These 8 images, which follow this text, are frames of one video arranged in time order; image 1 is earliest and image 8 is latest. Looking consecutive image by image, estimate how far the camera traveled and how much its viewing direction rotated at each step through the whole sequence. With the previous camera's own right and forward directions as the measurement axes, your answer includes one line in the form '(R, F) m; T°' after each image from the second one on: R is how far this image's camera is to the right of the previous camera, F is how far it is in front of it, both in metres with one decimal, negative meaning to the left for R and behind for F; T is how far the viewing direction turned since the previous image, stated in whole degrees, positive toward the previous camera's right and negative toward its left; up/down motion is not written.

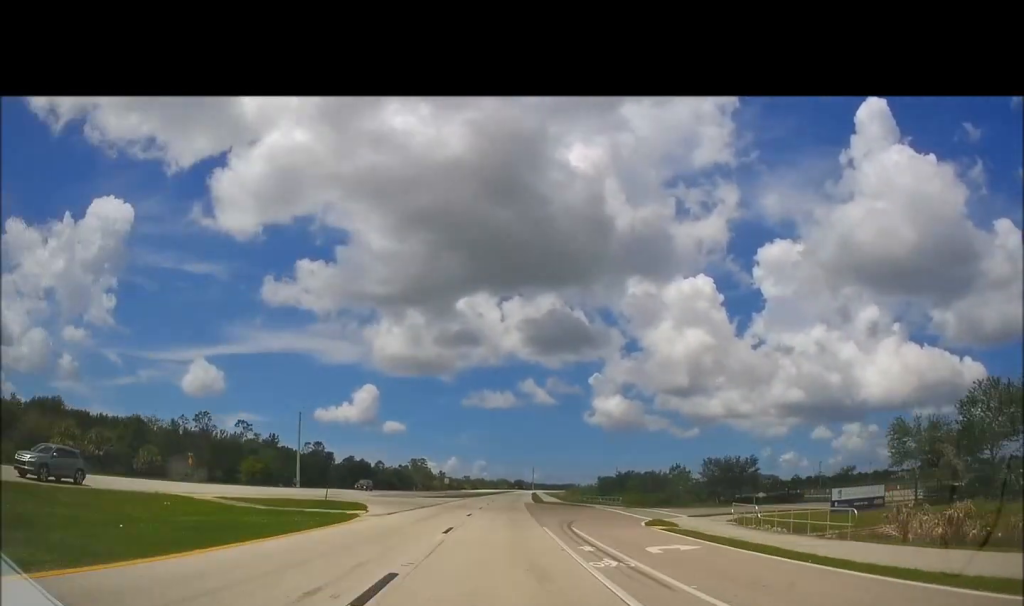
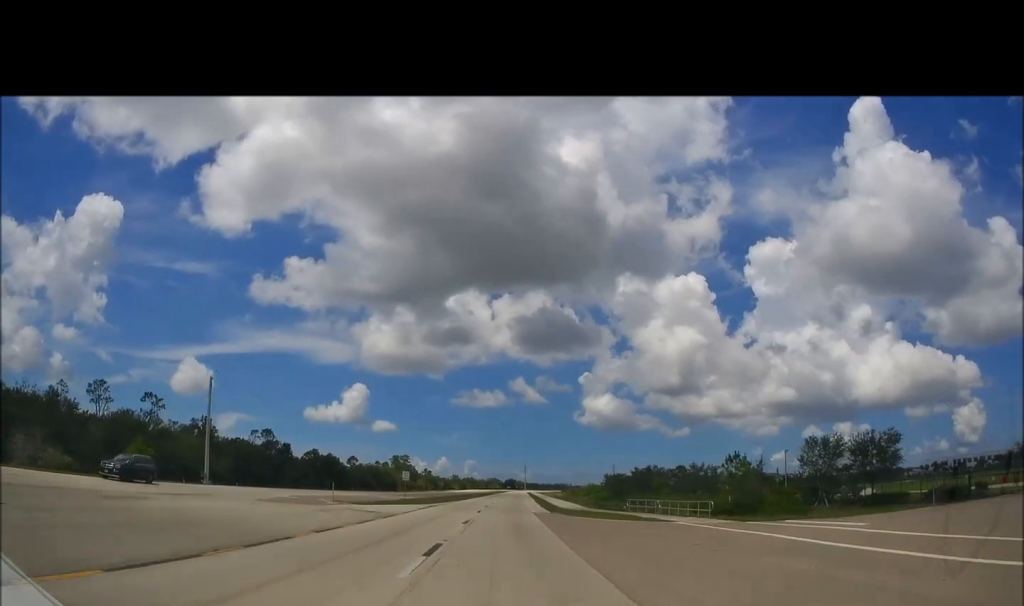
(-0.3, +34.0) m; 0°
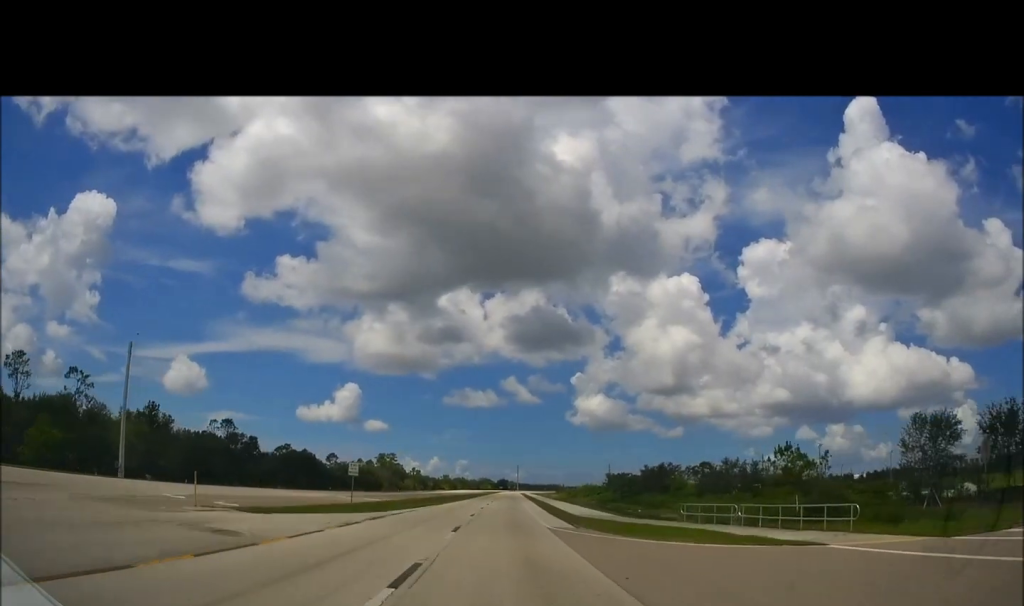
(-0.1, +20.4) m; +1°
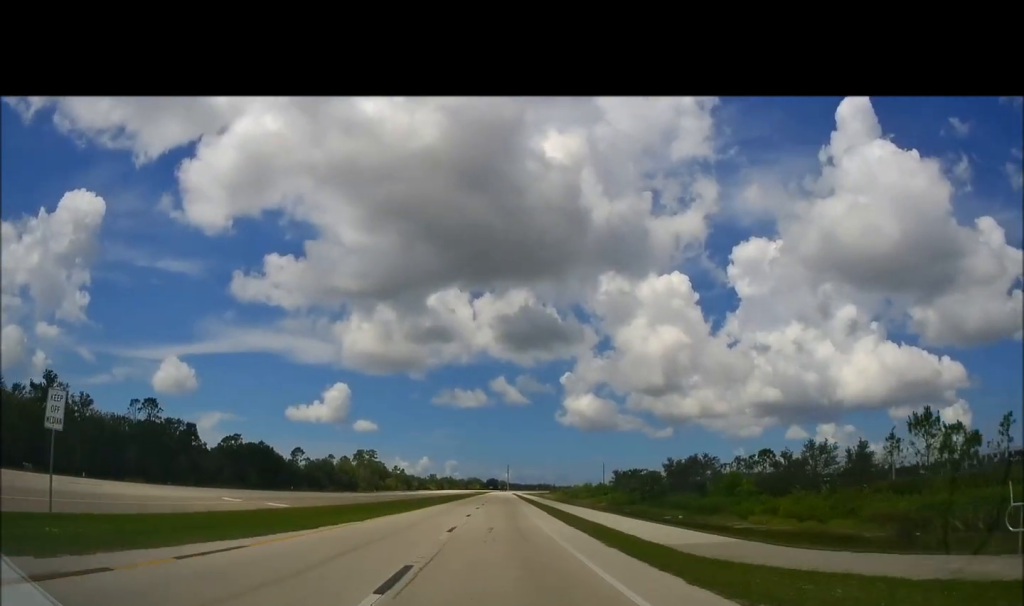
(+0.4, +28.1) m; +2°
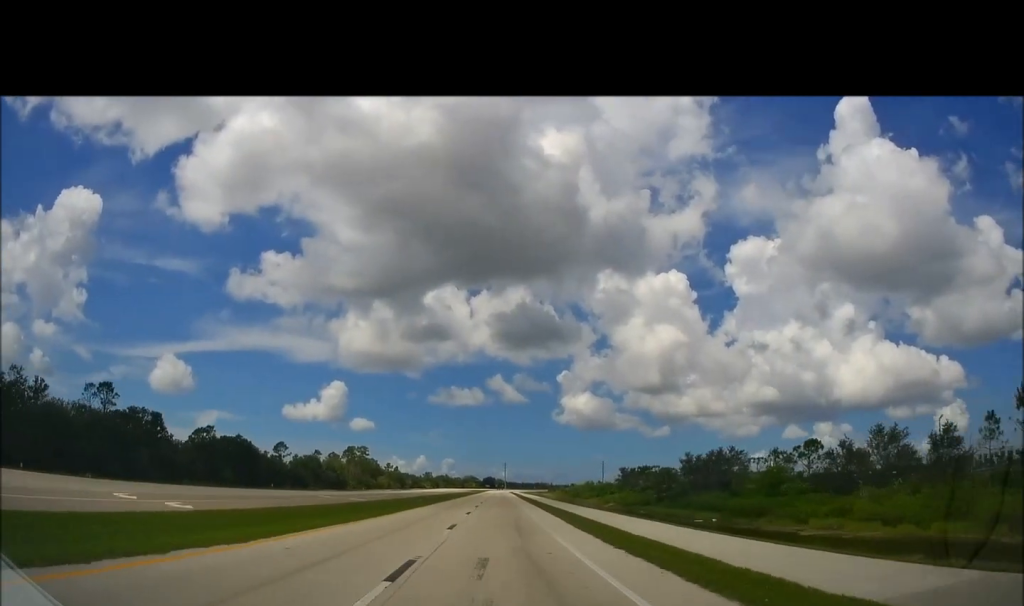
(+0.1, +12.4) m; +1°
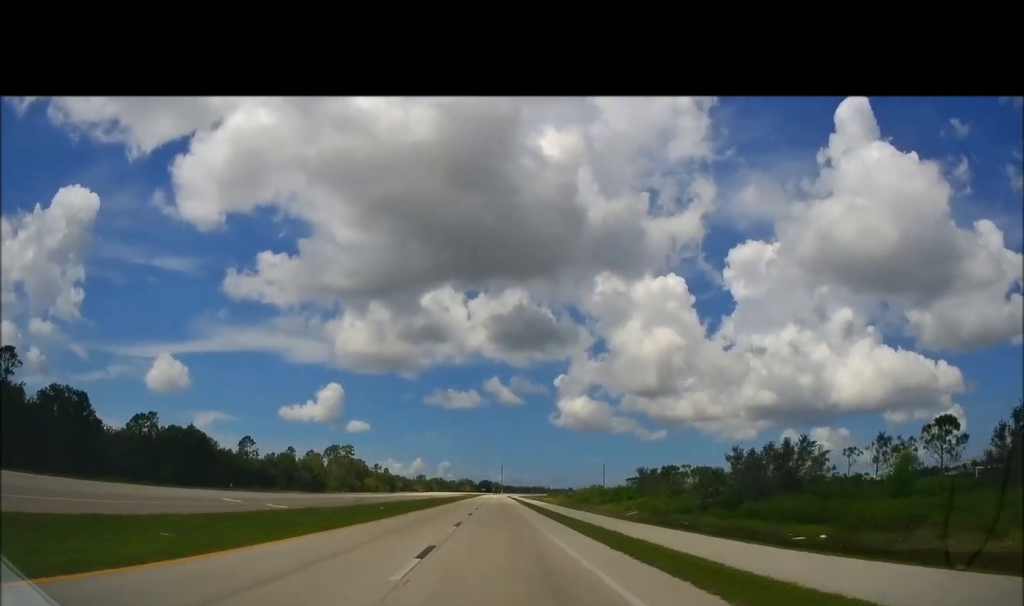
(+0.2, +19.9) m; +1°
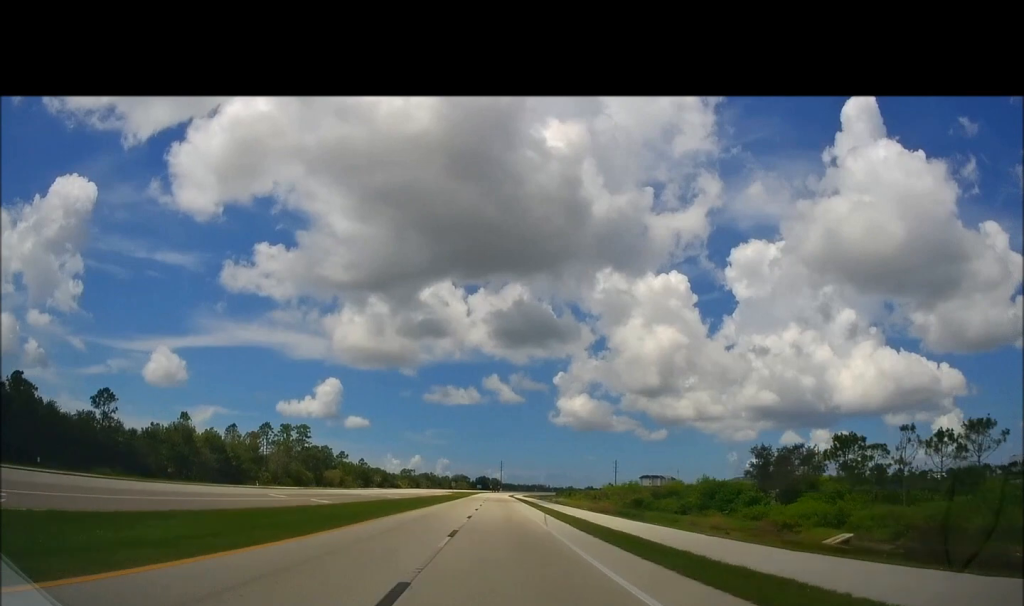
(+0.5, +47.0) m; +1°
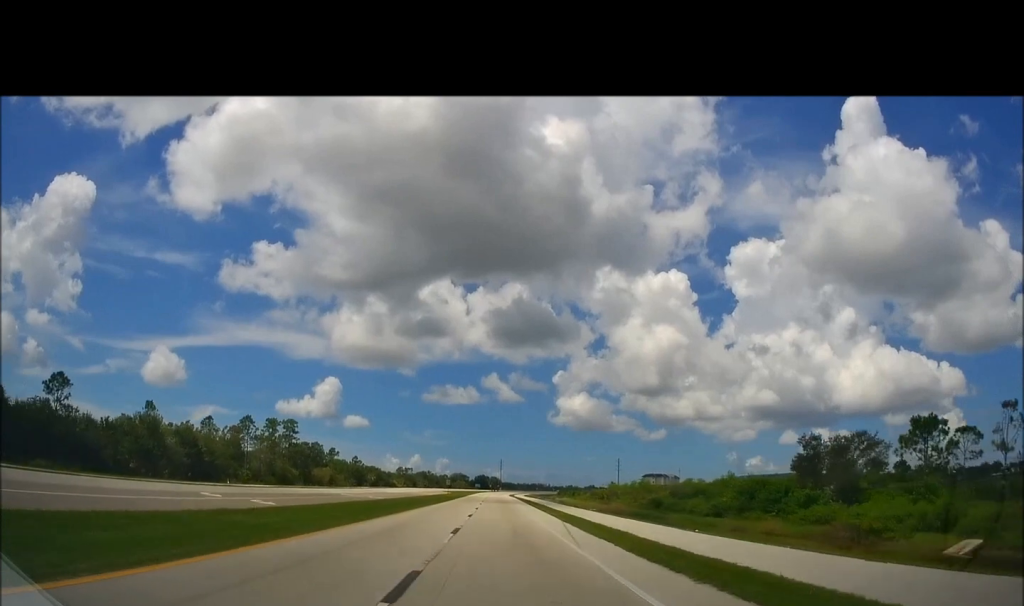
(0.0, +10.8) m; 0°
